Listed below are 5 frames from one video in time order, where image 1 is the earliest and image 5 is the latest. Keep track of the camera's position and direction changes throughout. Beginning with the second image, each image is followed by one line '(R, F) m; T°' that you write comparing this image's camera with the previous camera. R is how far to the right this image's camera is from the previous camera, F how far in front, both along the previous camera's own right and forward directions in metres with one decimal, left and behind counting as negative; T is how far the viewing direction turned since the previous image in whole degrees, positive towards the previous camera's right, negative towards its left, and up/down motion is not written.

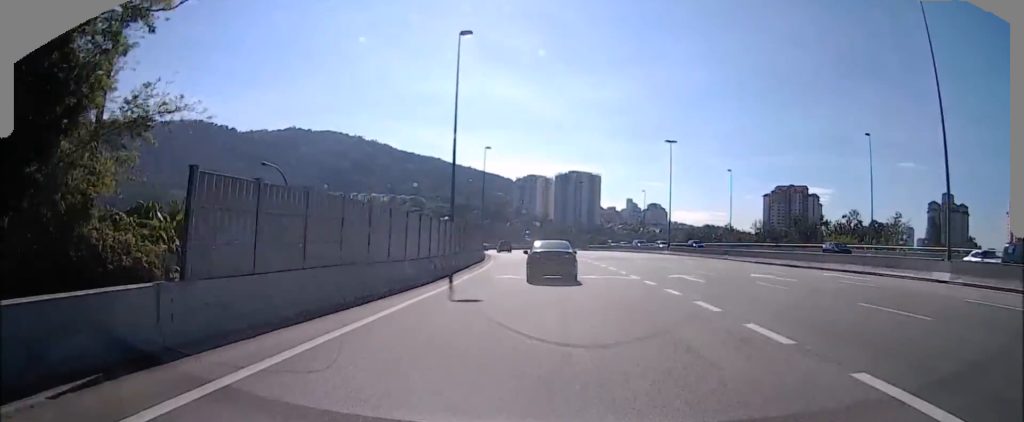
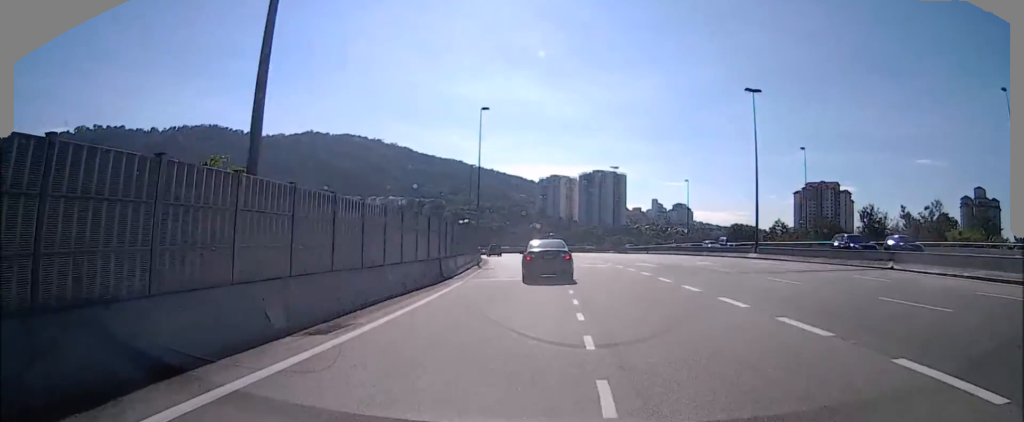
(+0.6, +23.7) m; -4°
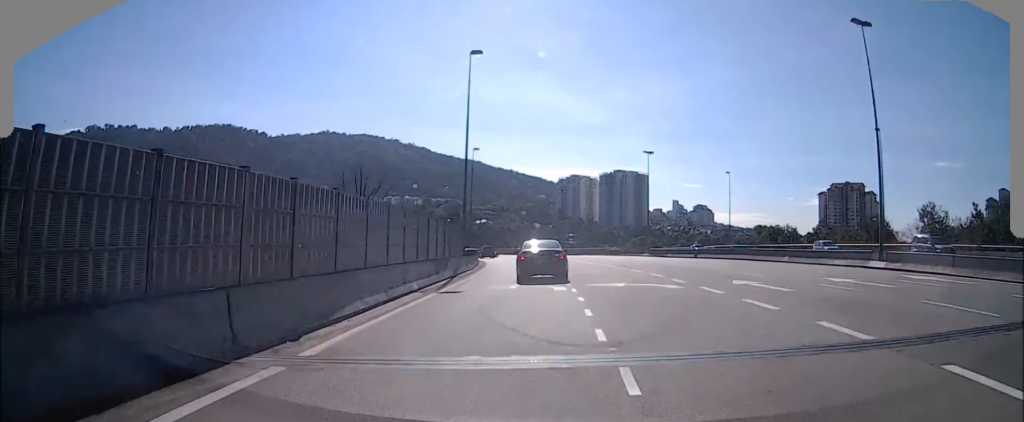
(-1.8, +16.0) m; 0°
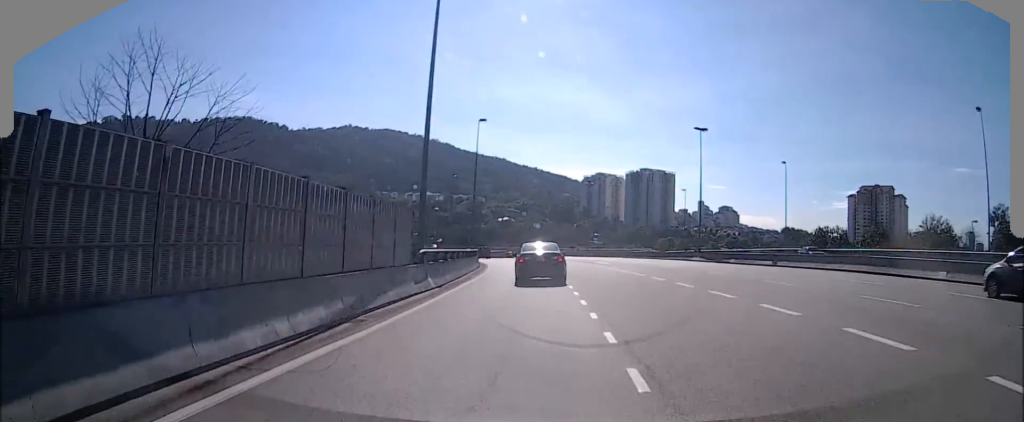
(+1.4, +16.3) m; 0°
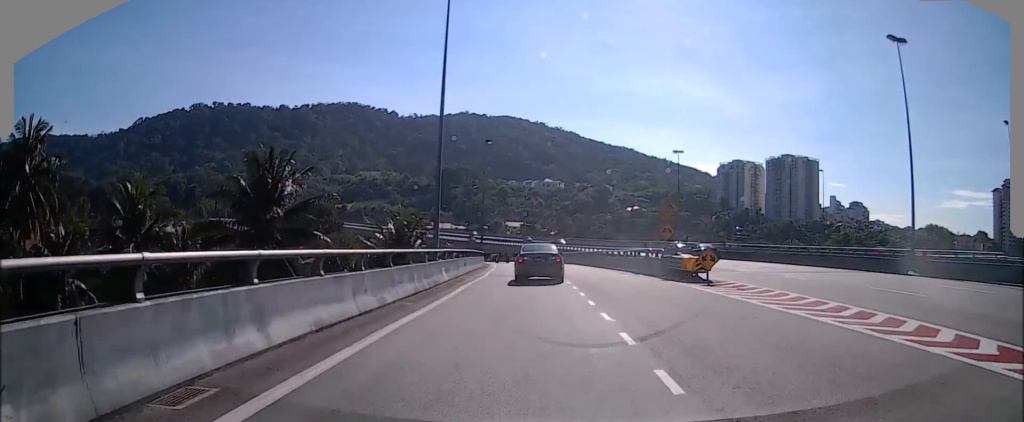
(-11.6, +71.2) m; -12°
